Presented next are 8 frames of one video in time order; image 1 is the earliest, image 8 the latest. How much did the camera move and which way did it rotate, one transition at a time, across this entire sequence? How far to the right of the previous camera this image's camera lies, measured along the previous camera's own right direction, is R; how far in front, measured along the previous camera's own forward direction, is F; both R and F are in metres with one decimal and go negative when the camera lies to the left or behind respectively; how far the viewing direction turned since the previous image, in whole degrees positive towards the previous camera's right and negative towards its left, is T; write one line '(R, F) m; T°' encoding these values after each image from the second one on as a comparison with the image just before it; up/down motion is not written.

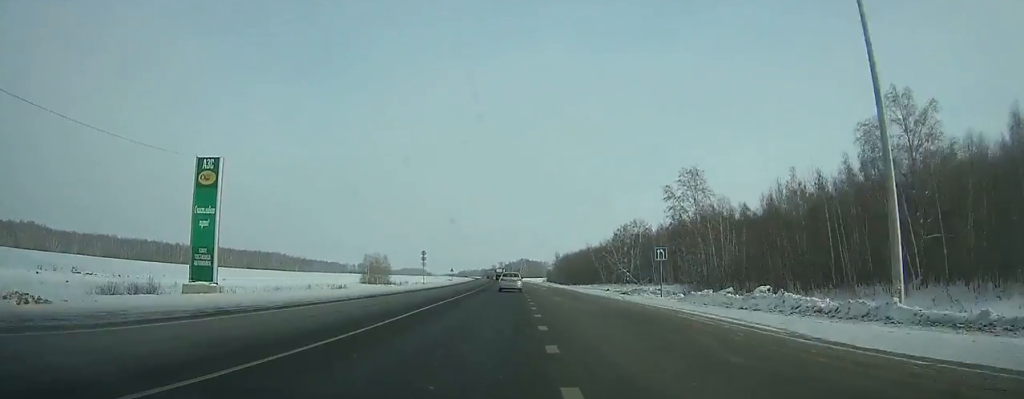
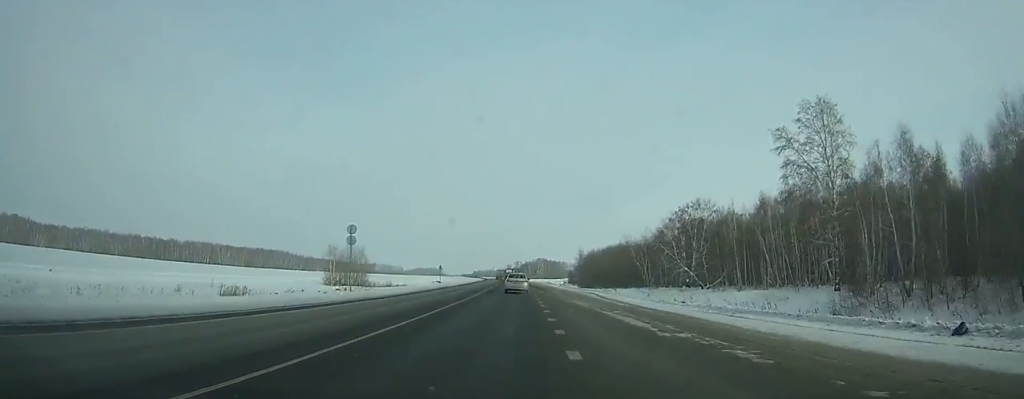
(-0.2, +42.1) m; -1°
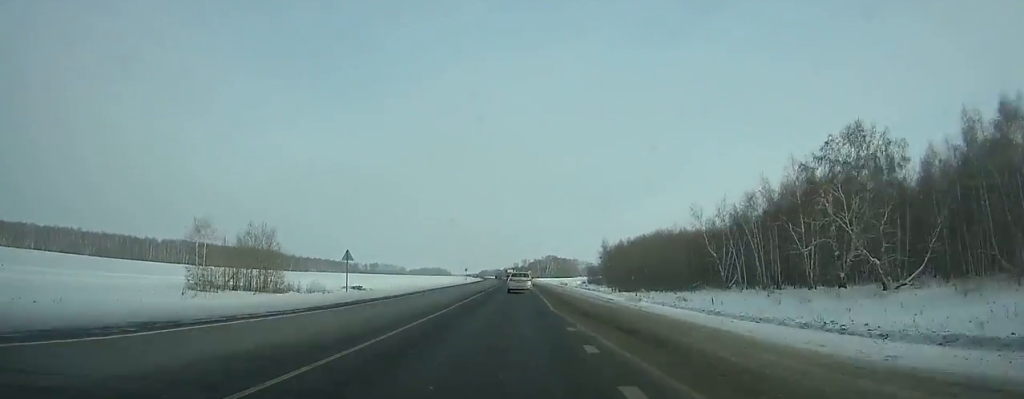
(-0.6, +52.3) m; -1°
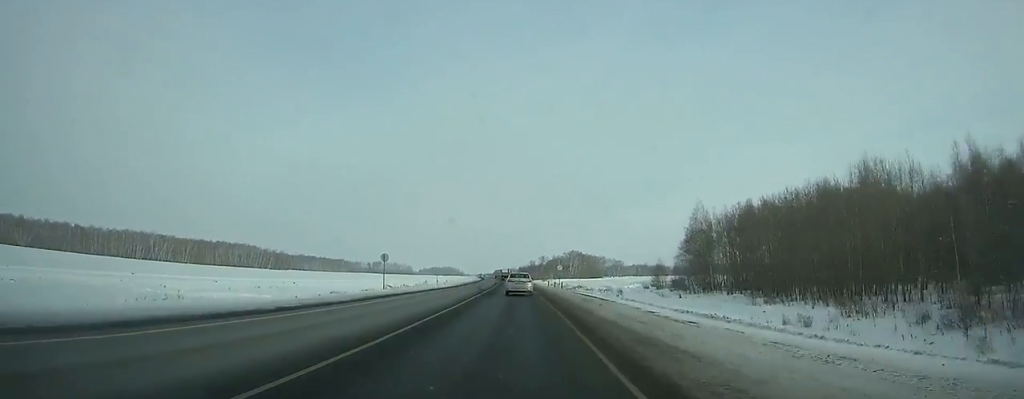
(-1.5, +95.0) m; -2°
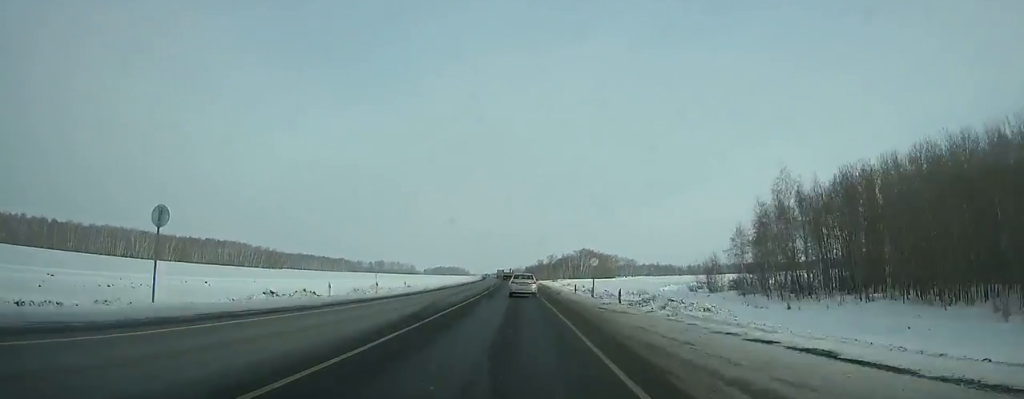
(-0.1, +32.9) m; -1°
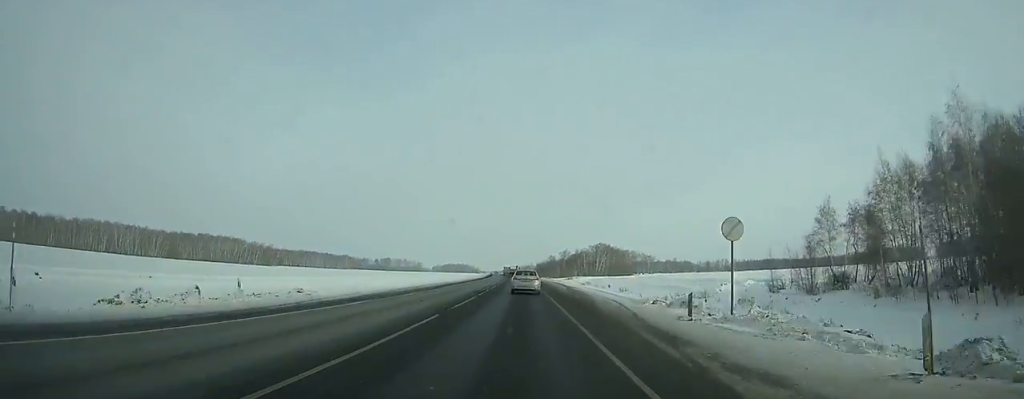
(-0.2, +31.1) m; 0°
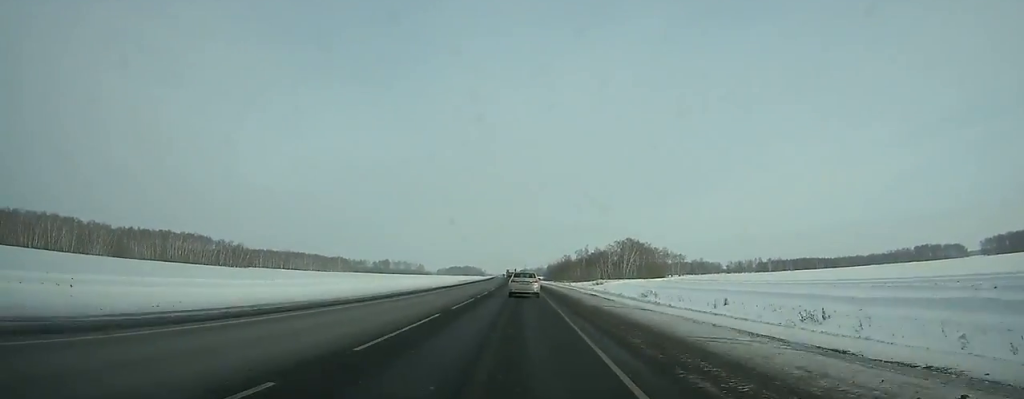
(-0.5, +71.3) m; -1°
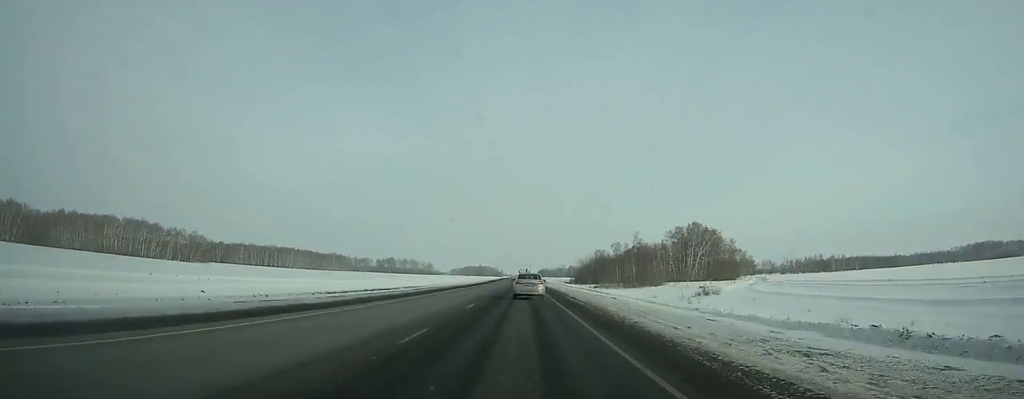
(-0.9, +89.7) m; -1°
